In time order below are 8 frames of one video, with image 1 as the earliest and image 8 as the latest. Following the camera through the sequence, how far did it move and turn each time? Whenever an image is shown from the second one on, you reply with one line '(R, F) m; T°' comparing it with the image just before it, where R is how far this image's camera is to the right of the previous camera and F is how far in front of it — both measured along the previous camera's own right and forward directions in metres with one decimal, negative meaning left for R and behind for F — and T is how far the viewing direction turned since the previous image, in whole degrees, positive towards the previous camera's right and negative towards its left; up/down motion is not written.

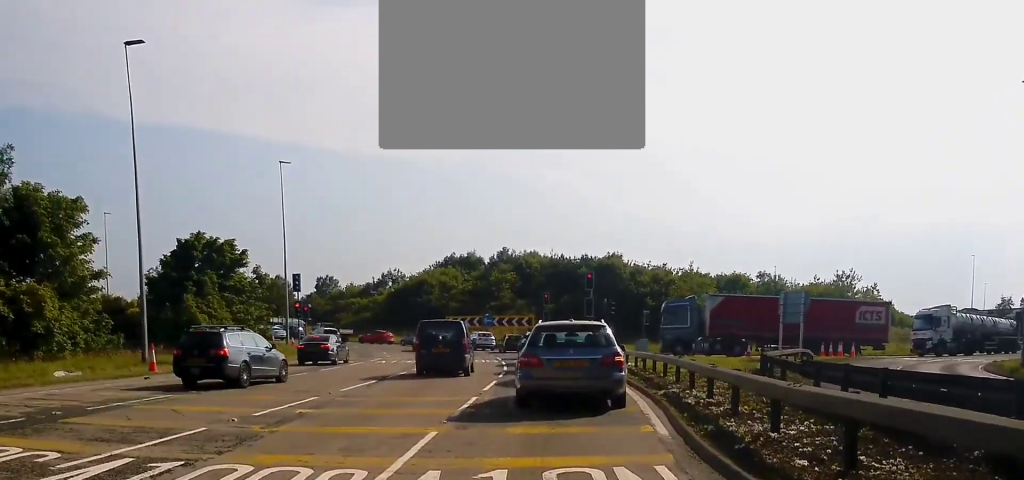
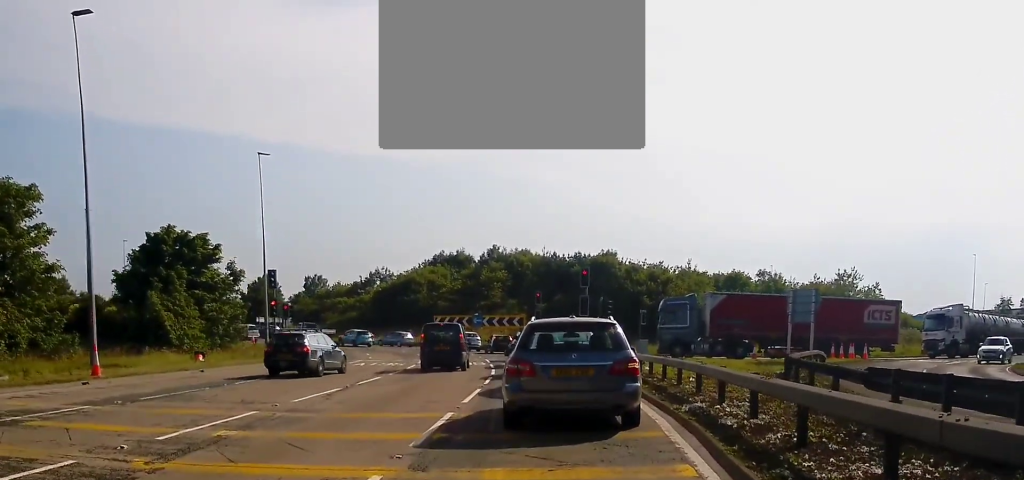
(0.0, +3.3) m; 0°
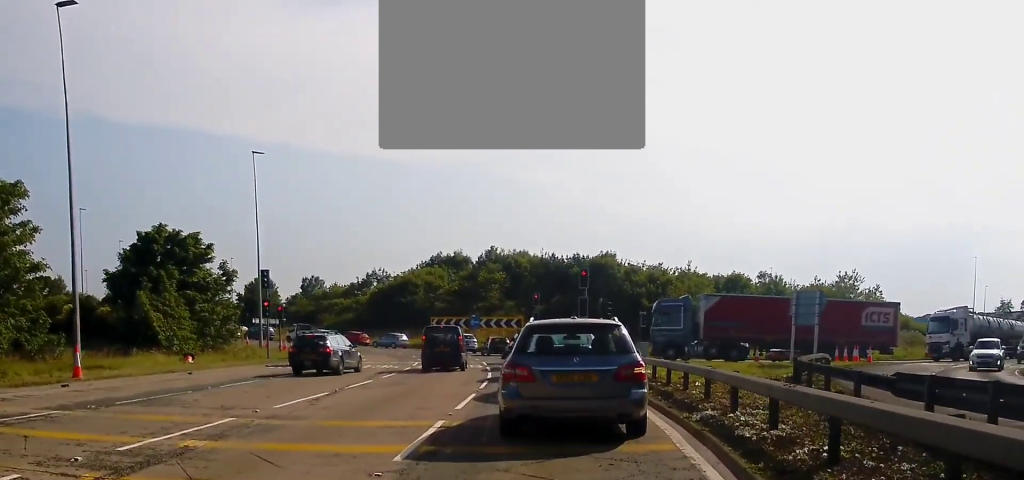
(0.0, +1.0) m; -3°
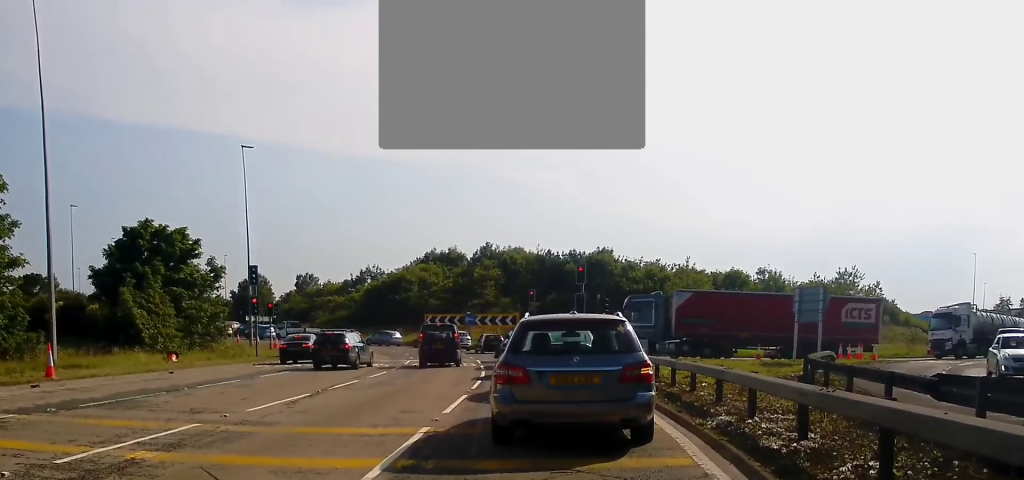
(-0.1, +1.2) m; -2°
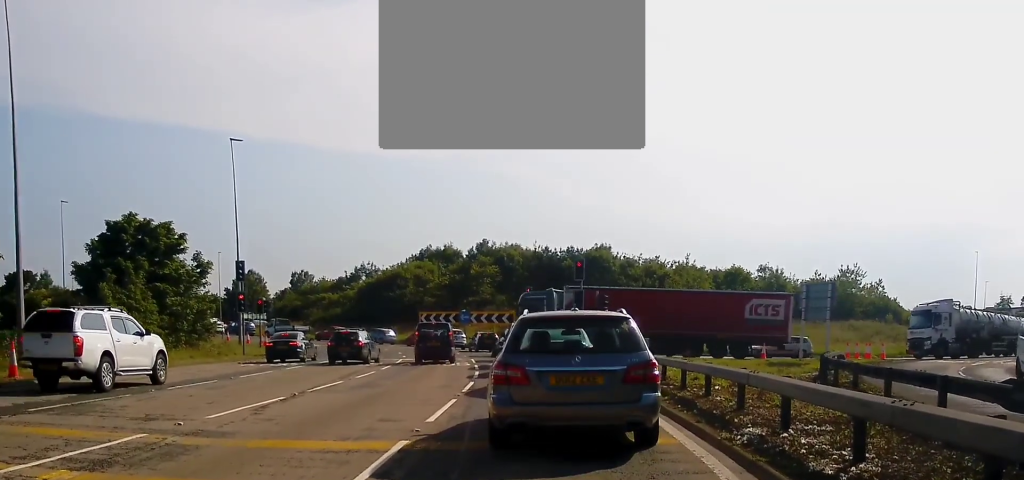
(0.0, +1.5) m; 0°
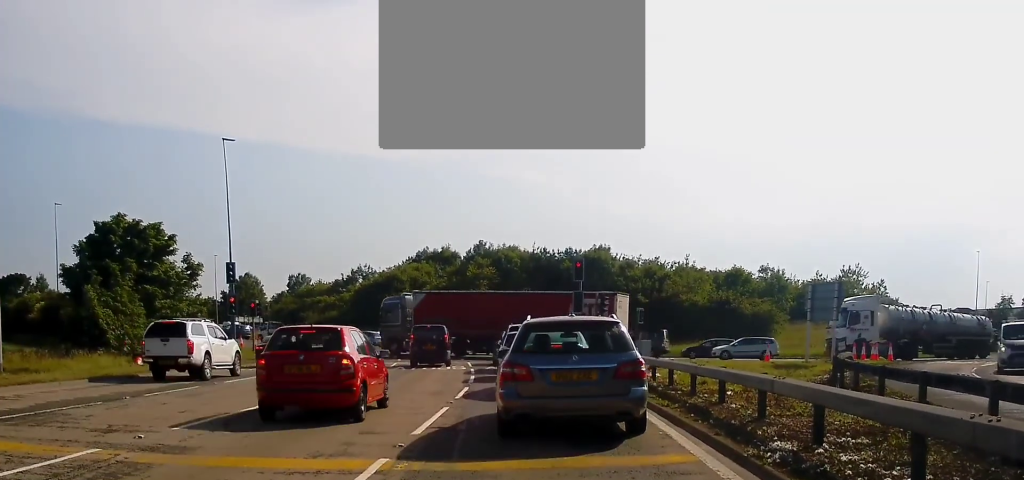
(-0.2, +1.3) m; 0°
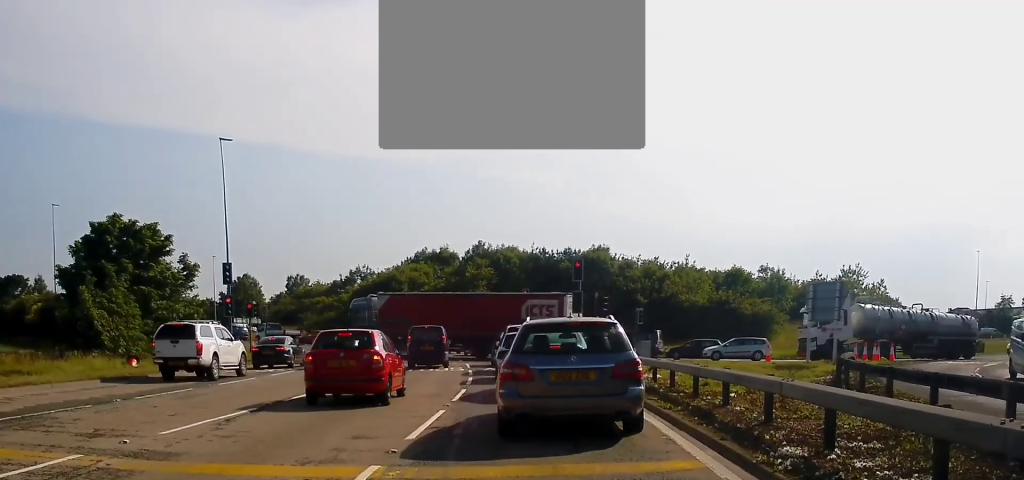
(+0.1, +0.4) m; 0°
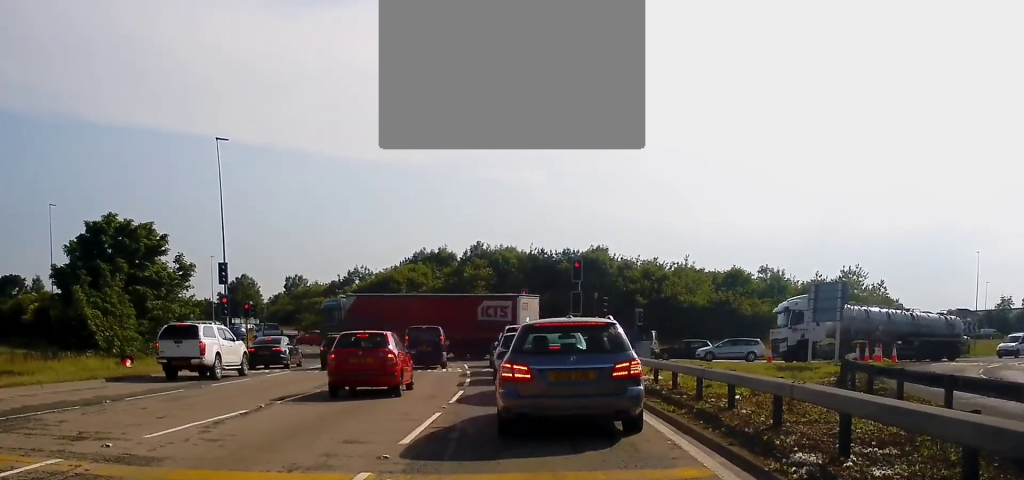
(+0.1, +0.4) m; 0°
